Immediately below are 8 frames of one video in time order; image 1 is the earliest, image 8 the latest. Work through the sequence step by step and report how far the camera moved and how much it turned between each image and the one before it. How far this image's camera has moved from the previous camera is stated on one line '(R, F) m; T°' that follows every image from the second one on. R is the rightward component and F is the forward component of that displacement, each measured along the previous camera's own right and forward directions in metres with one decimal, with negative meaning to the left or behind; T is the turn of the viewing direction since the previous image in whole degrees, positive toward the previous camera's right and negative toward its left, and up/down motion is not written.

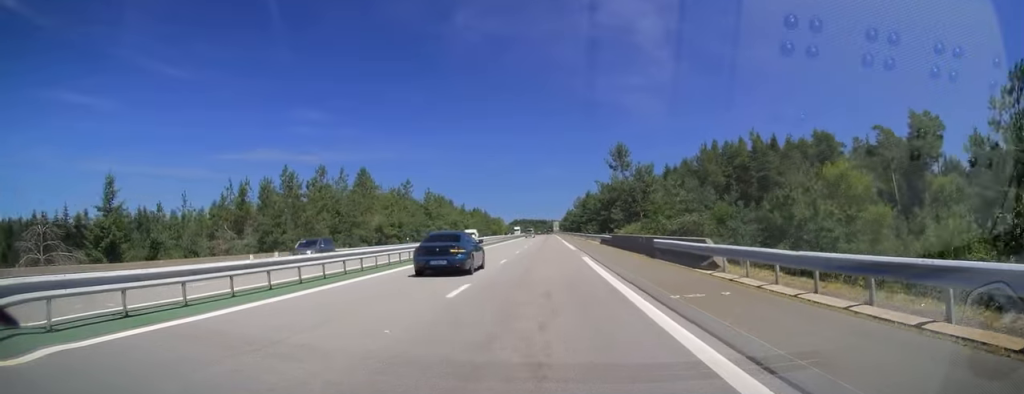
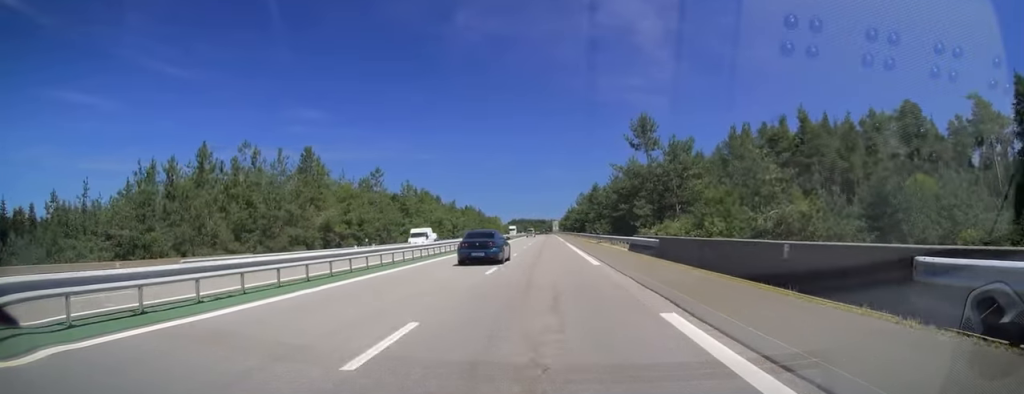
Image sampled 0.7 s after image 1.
(0.0, +19.7) m; 0°
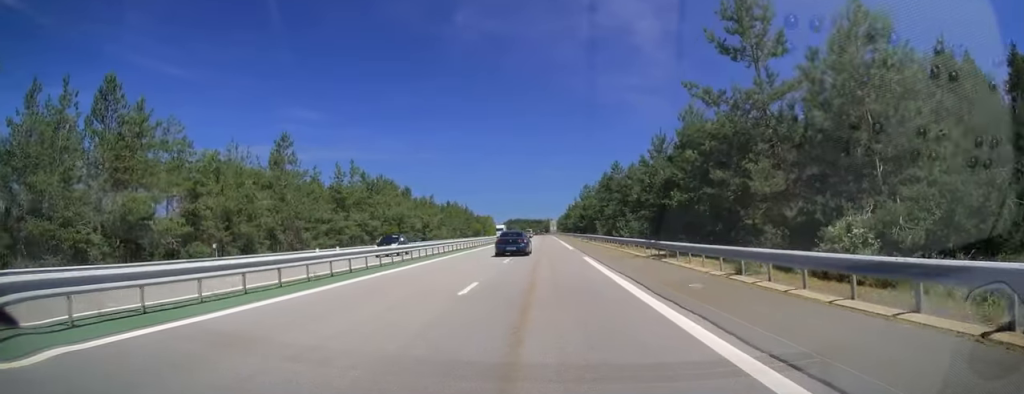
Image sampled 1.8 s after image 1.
(+0.3, +31.9) m; 0°
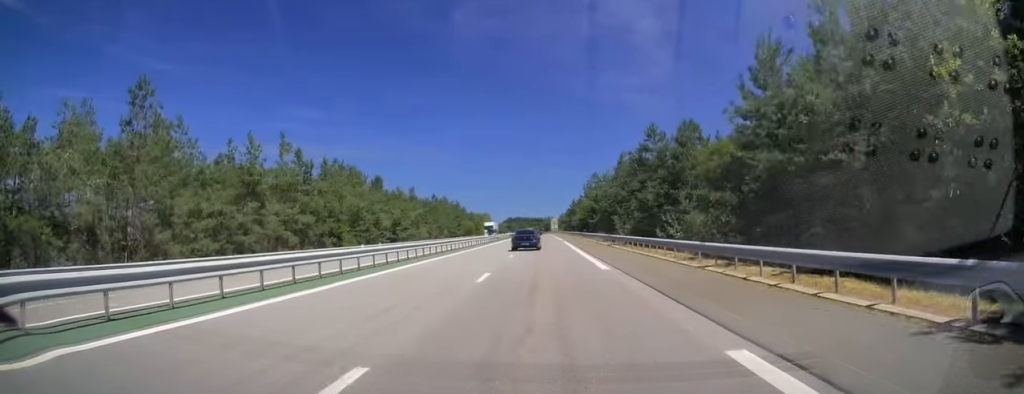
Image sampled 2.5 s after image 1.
(-0.1, +23.1) m; 0°
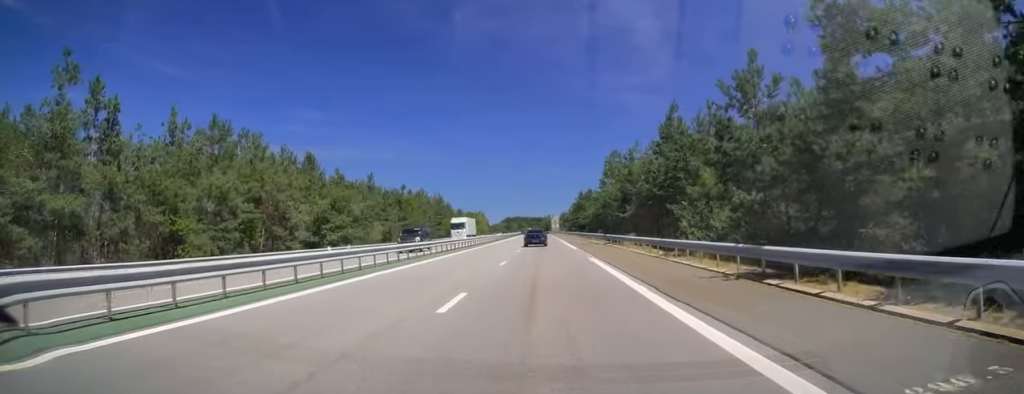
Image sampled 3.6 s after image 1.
(0.0, +31.9) m; 0°
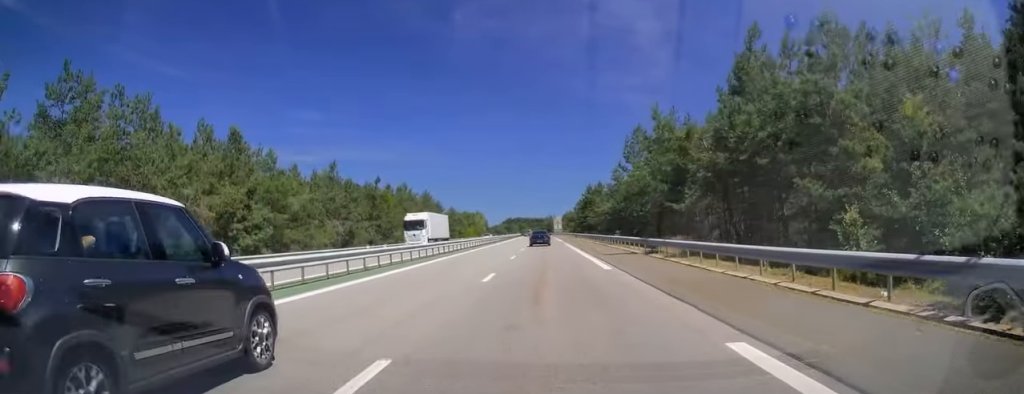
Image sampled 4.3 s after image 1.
(+0.1, +19.6) m; 0°
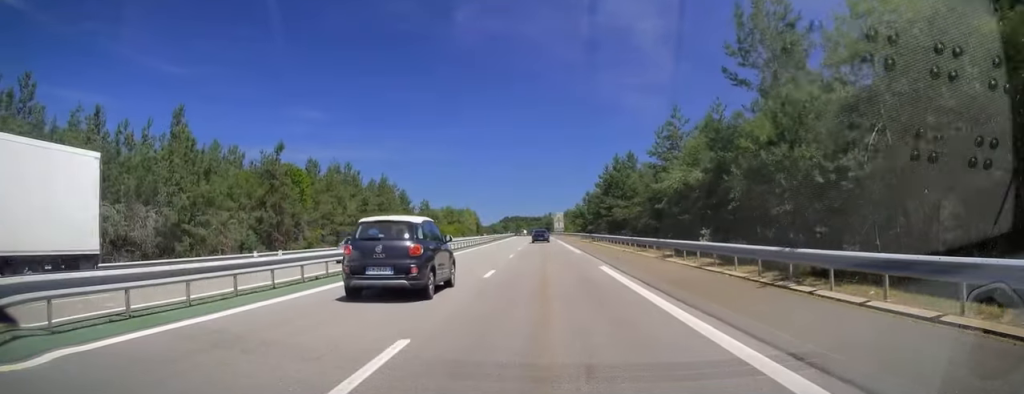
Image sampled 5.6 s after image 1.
(-0.1, +37.8) m; 0°
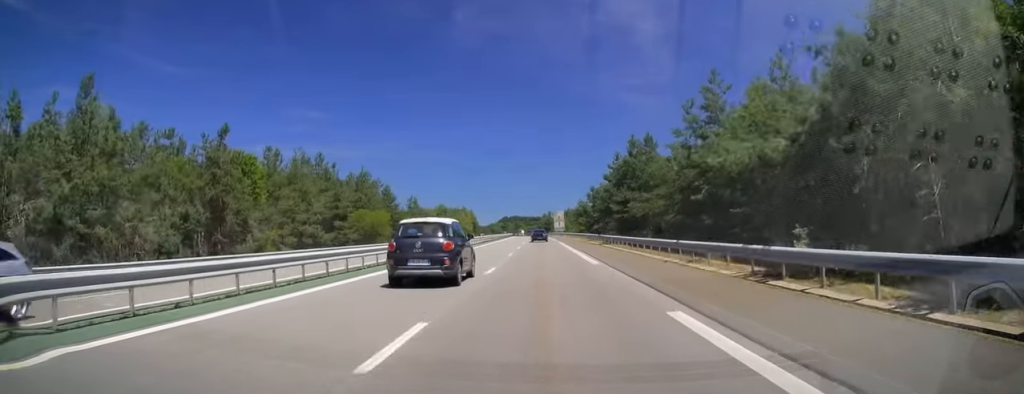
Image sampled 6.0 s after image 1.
(+0.2, +11.8) m; 0°
